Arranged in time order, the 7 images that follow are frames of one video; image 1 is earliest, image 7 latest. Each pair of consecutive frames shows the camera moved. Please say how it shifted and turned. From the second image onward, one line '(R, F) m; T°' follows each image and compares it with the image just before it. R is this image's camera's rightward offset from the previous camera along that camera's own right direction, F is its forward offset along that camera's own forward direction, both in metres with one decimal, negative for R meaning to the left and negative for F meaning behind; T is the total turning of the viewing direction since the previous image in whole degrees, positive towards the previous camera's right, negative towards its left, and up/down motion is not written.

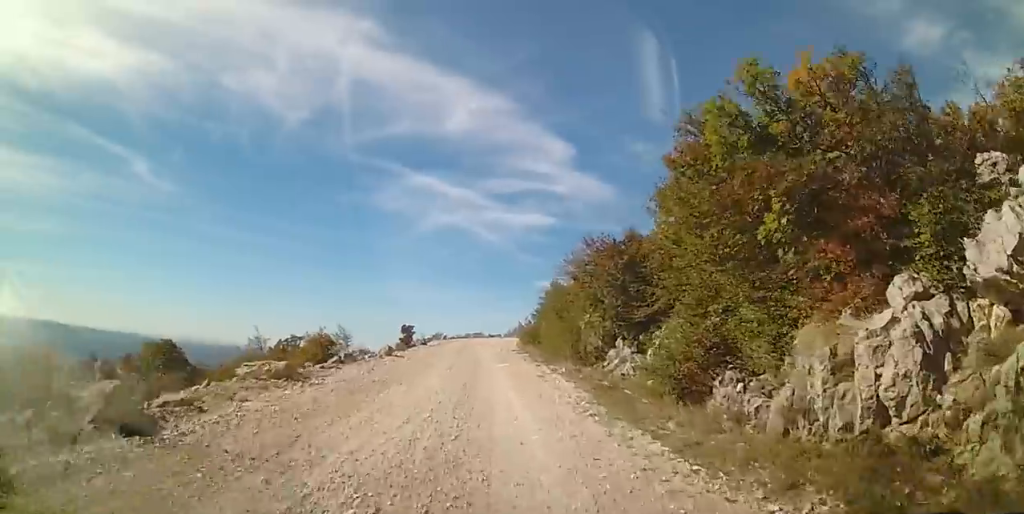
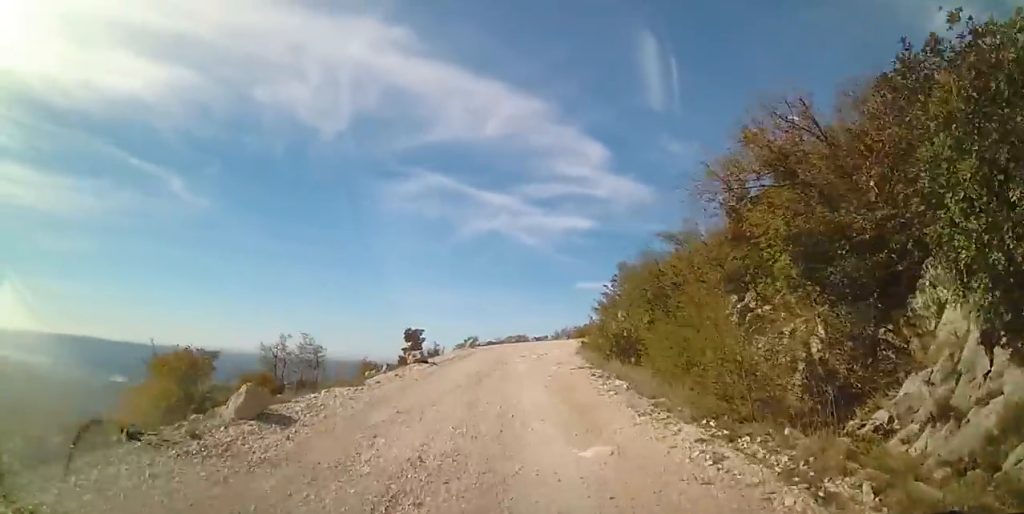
(-0.7, +12.7) m; -3°
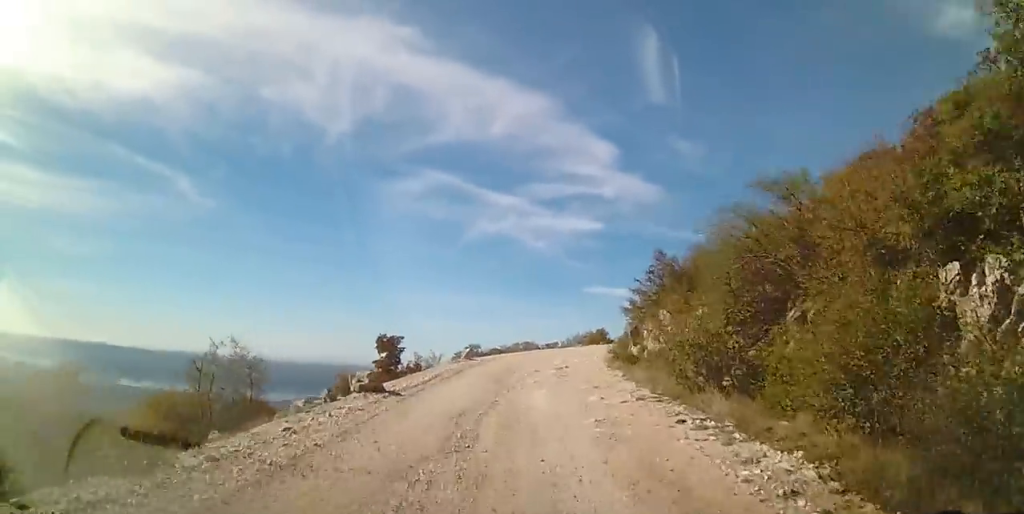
(-0.2, +6.8) m; 0°
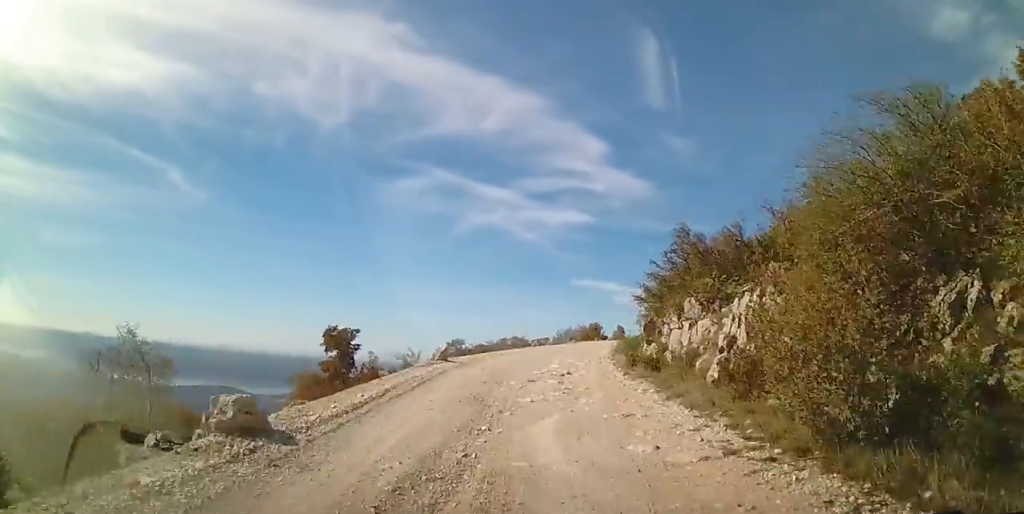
(+0.1, +4.5) m; +2°
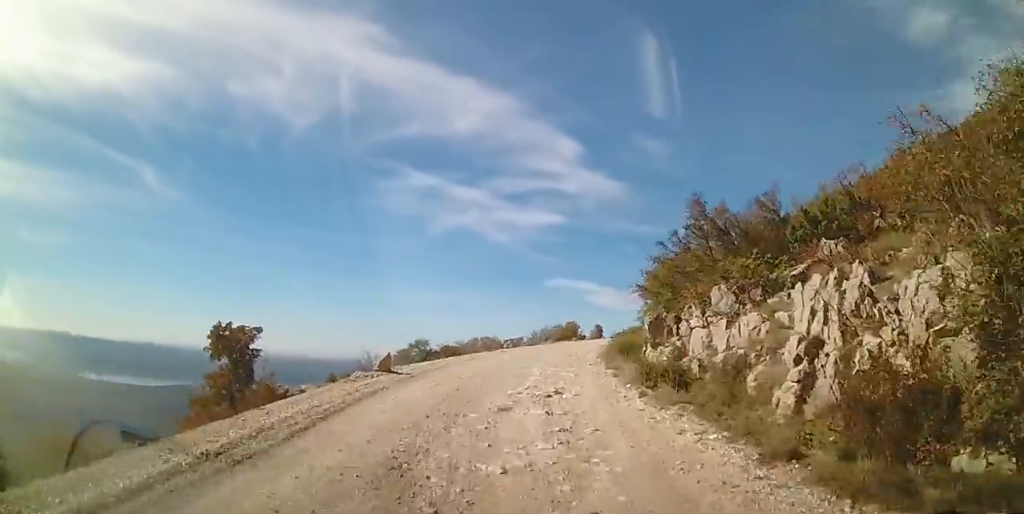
(0.0, +4.7) m; +4°
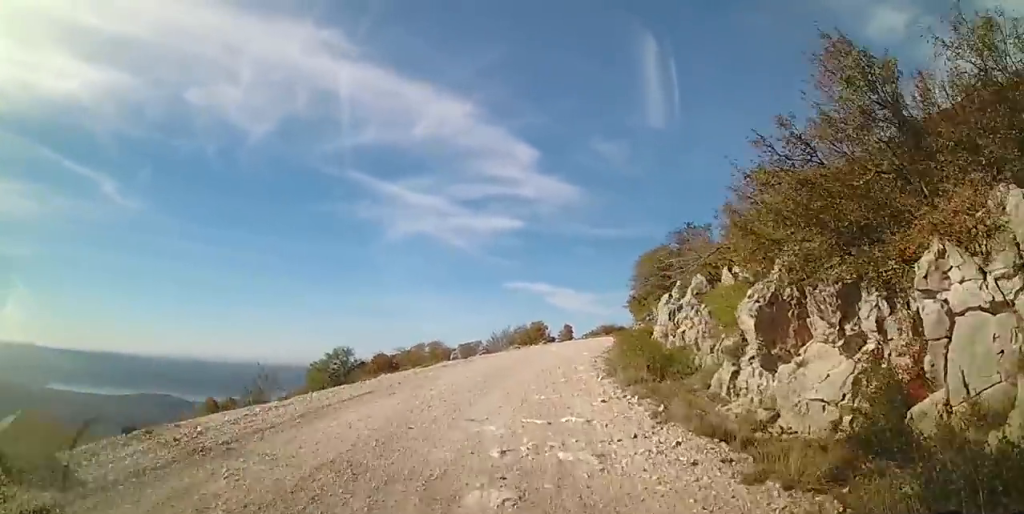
(+0.3, +9.5) m; -1°
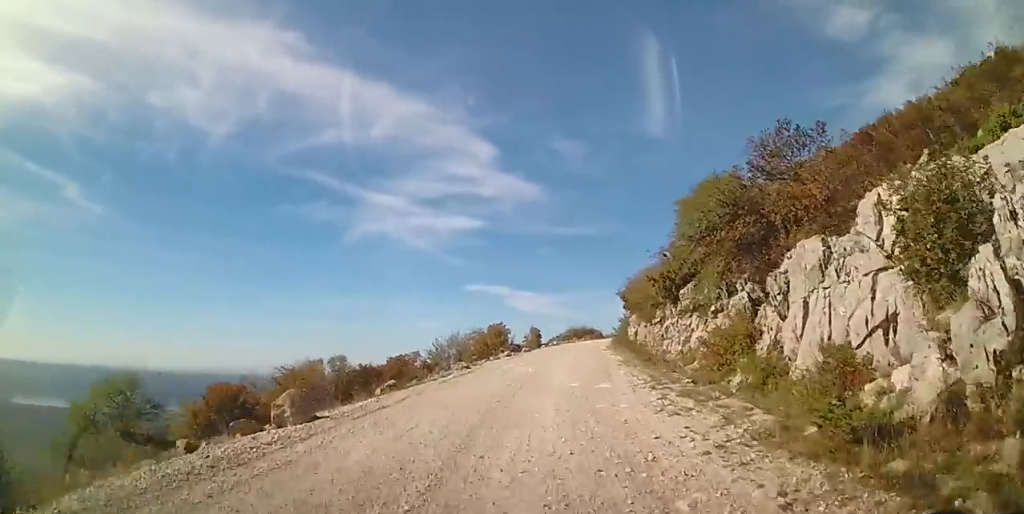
(-0.1, +14.1) m; +5°
